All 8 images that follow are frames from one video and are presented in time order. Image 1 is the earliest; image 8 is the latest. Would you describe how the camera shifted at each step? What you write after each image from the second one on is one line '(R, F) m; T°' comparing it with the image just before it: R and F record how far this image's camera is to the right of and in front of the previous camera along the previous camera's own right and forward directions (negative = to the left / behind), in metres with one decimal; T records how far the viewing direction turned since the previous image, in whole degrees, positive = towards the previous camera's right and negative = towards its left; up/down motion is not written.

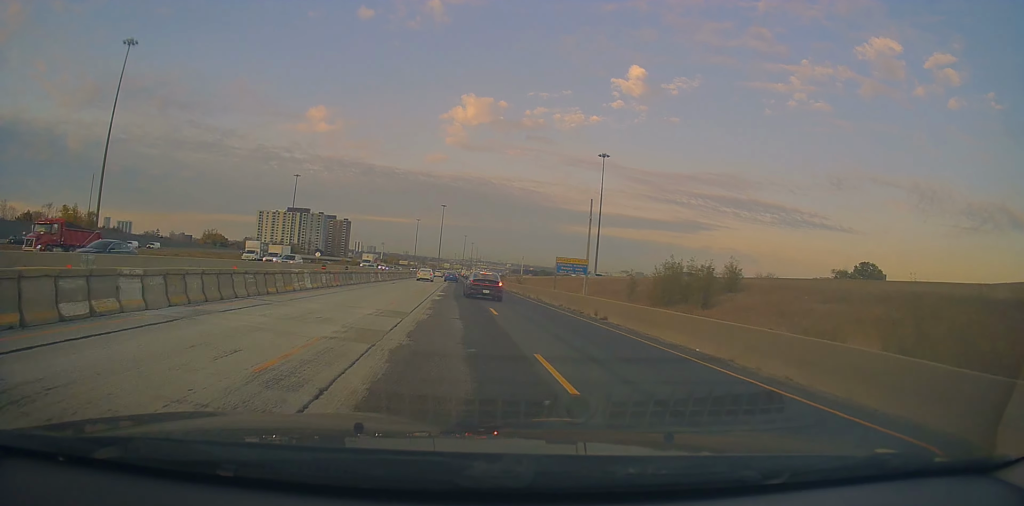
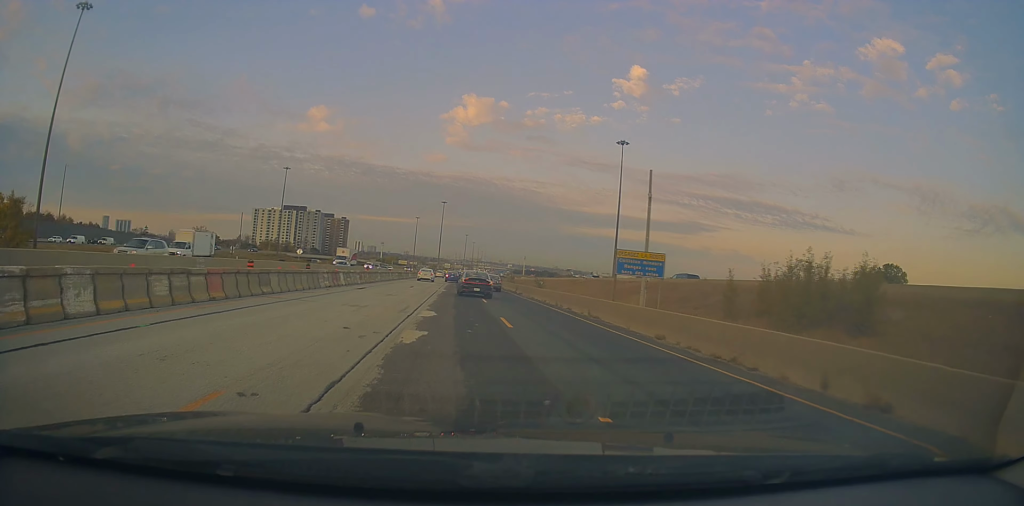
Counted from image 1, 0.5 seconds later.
(0.0, +15.9) m; 0°
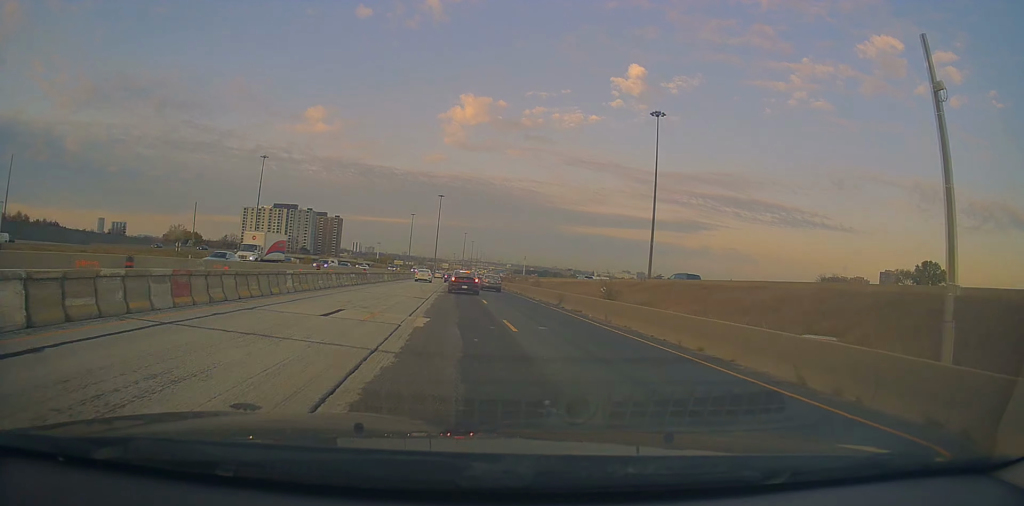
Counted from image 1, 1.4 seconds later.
(+0.3, +24.8) m; +1°
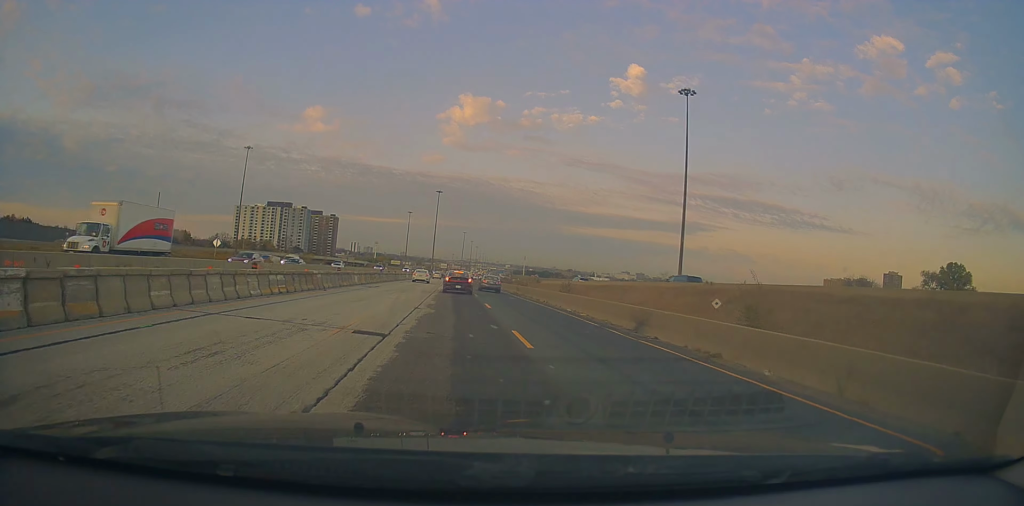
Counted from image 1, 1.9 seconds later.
(0.0, +14.9) m; 0°
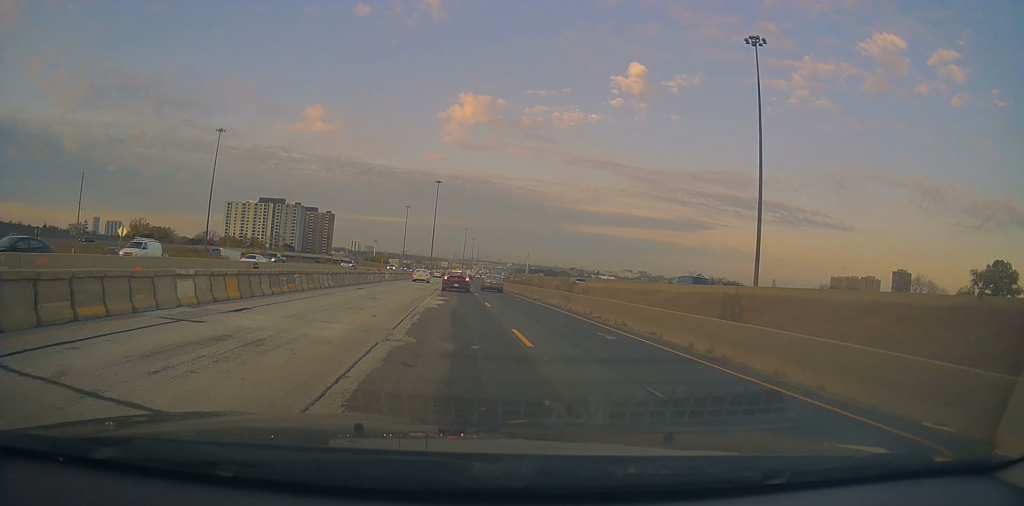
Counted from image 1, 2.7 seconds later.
(0.0, +23.7) m; 0°
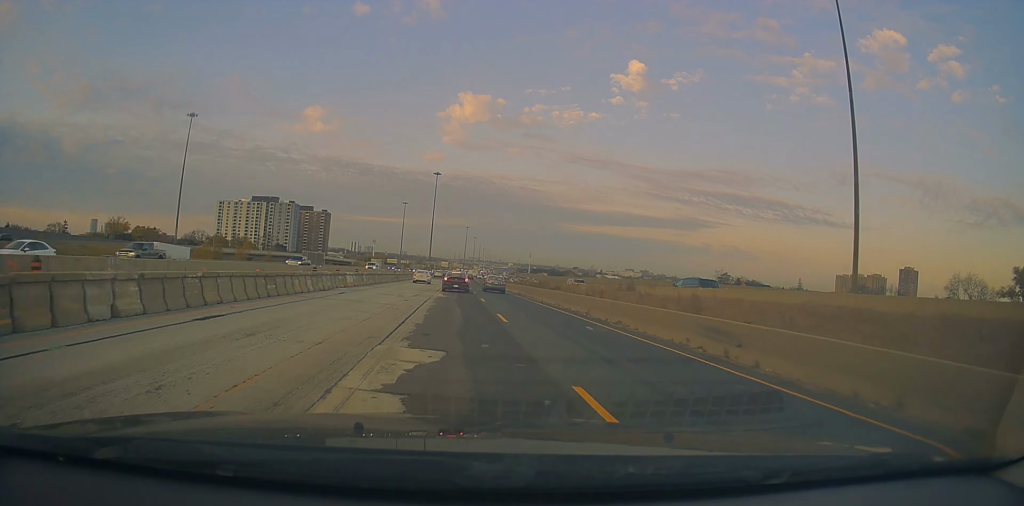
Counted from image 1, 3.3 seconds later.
(0.0, +18.7) m; 0°
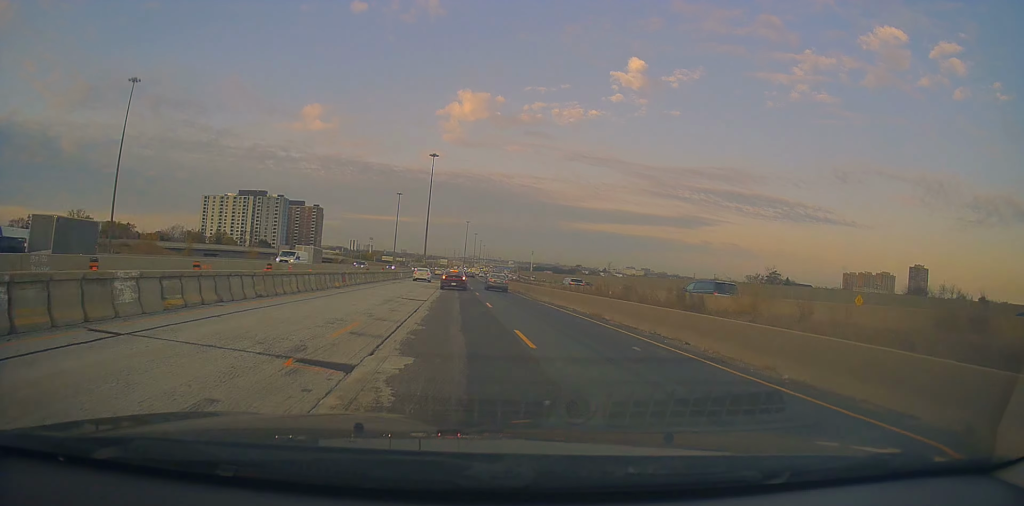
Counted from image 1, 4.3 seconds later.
(-0.1, +29.3) m; 0°
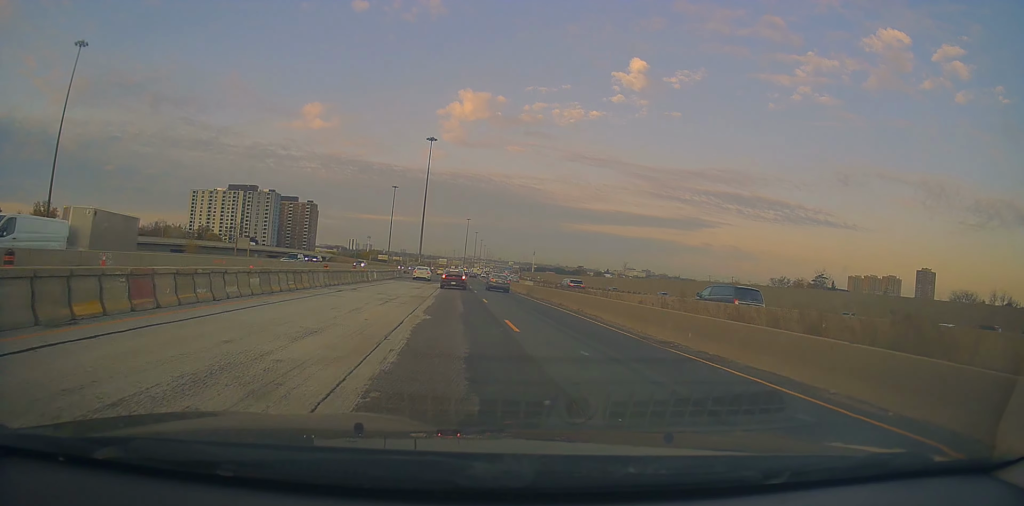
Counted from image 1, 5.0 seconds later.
(+0.1, +21.3) m; -1°
